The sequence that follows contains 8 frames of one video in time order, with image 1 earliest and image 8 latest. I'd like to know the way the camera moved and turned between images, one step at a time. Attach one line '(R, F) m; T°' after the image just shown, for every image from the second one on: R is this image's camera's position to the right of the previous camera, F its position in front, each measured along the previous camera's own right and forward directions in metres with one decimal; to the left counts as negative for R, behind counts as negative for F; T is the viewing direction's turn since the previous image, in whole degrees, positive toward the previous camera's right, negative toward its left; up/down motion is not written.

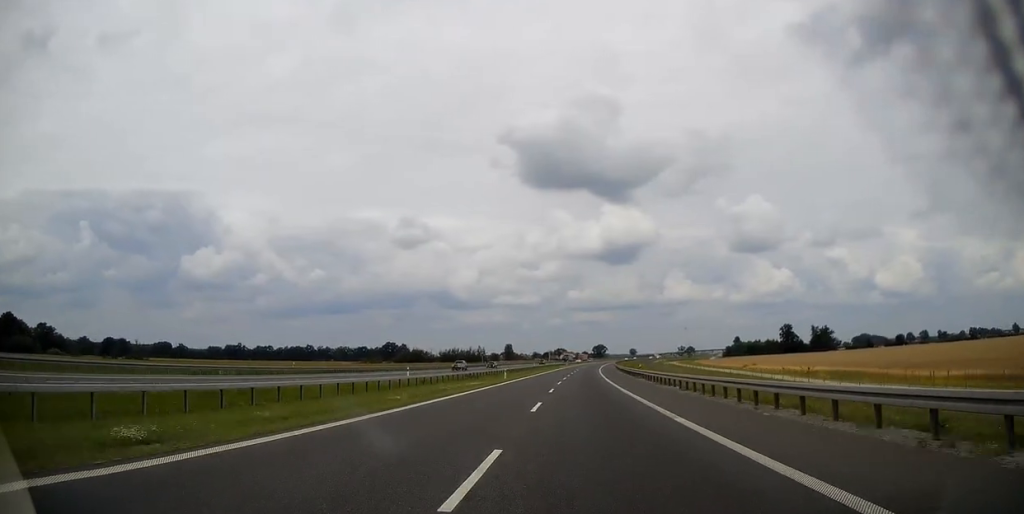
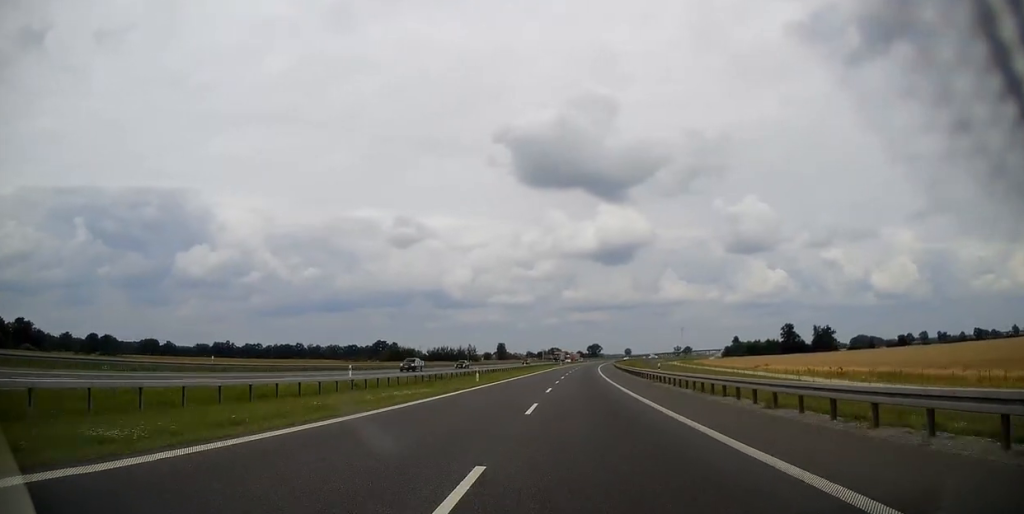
(0.0, +14.1) m; 0°
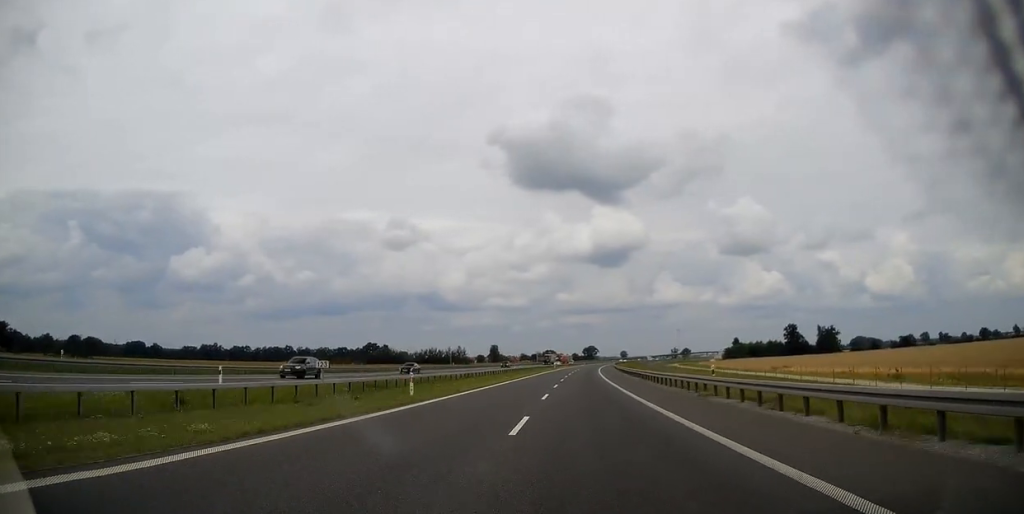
(+0.1, +16.3) m; 0°
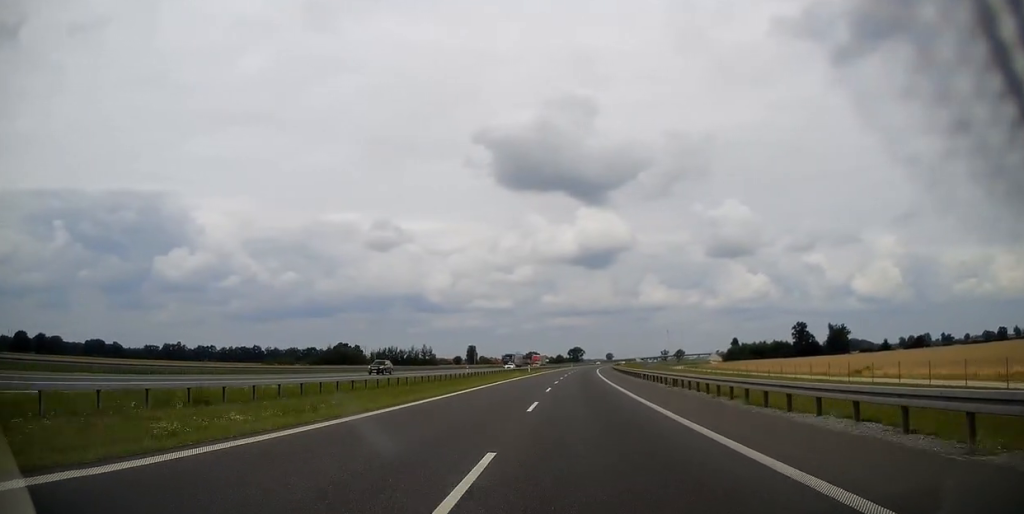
(+0.4, +43.0) m; +1°
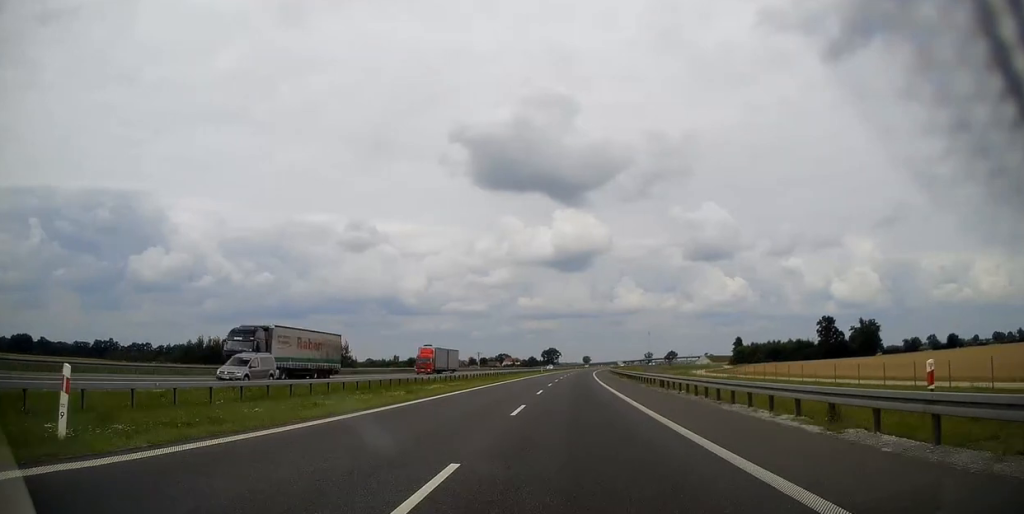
(+1.9, +74.0) m; +2°
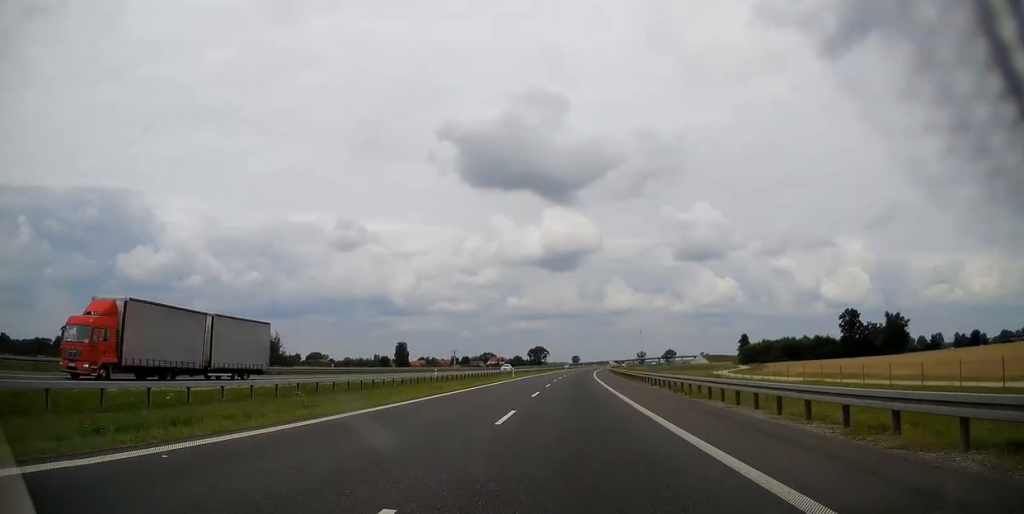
(+0.2, +39.1) m; +1°
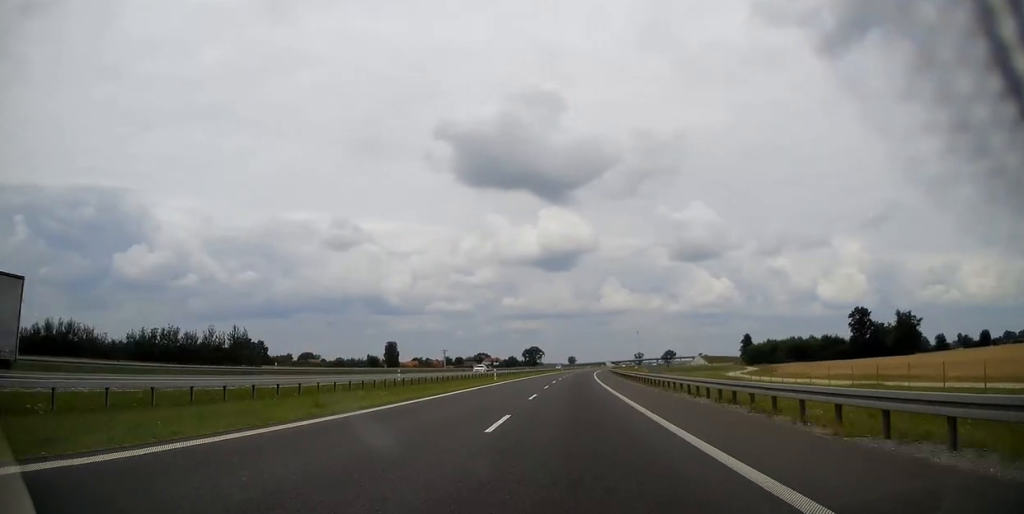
(+0.2, +13.8) m; 0°
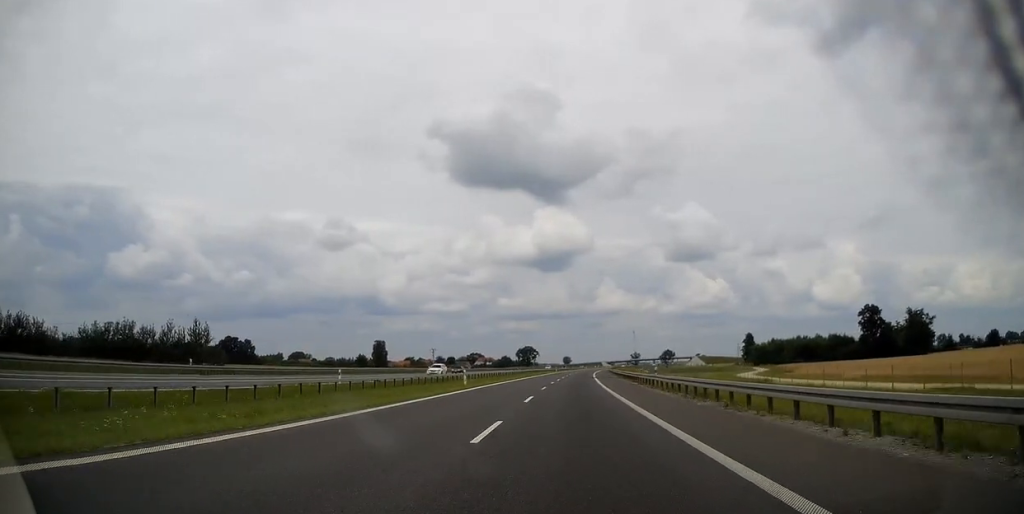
(0.0, +13.7) m; 0°
